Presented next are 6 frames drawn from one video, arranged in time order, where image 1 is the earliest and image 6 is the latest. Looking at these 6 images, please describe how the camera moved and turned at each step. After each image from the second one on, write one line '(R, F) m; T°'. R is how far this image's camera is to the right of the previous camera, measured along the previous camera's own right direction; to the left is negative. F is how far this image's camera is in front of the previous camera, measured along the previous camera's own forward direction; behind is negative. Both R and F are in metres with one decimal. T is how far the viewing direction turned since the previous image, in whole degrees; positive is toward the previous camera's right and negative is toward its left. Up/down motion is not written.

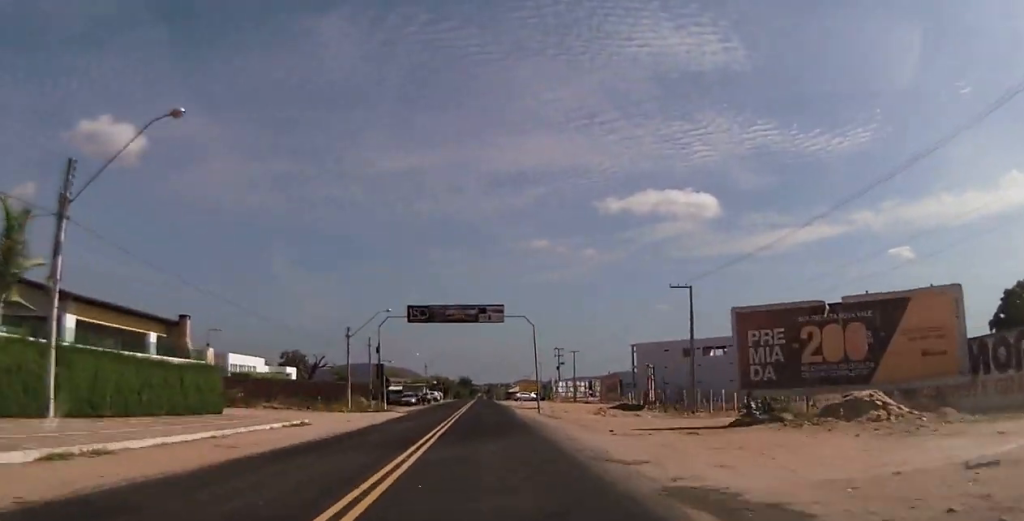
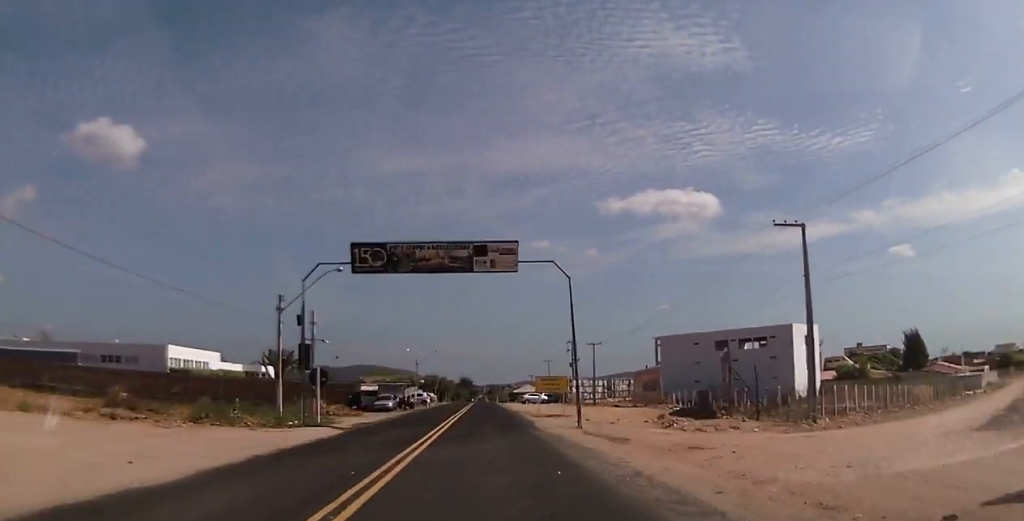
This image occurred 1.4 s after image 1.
(-0.1, +19.5) m; -2°
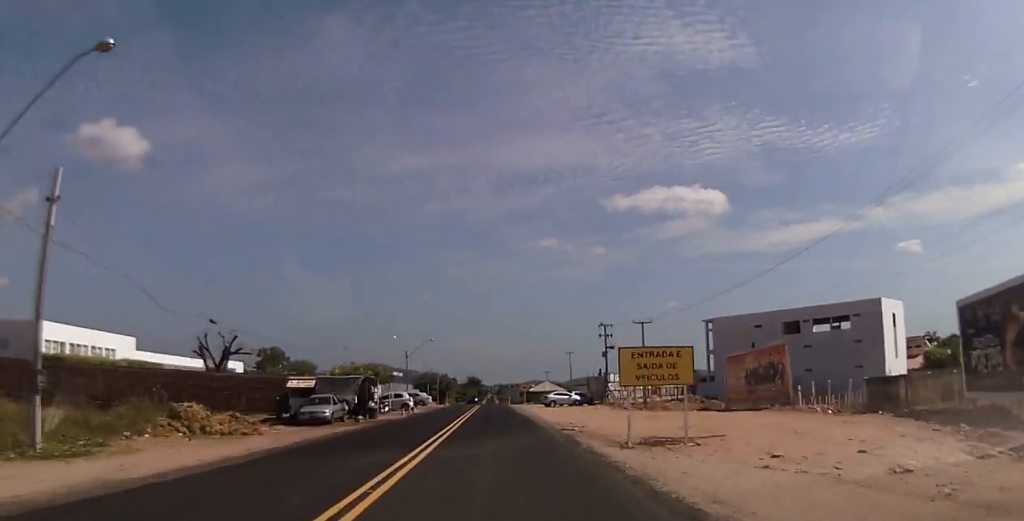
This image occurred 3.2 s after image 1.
(-0.6, +25.8) m; 0°
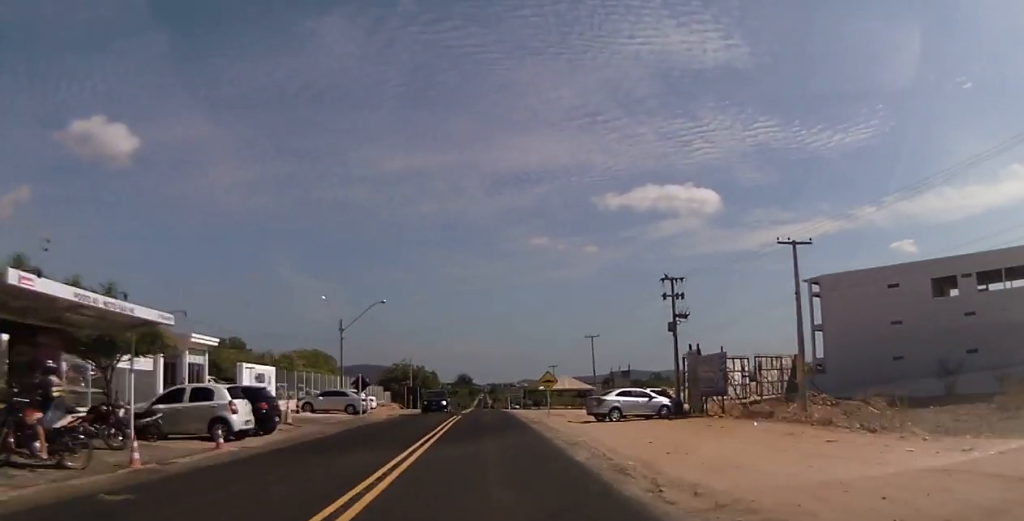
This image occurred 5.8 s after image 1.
(+0.7, +36.4) m; 0°
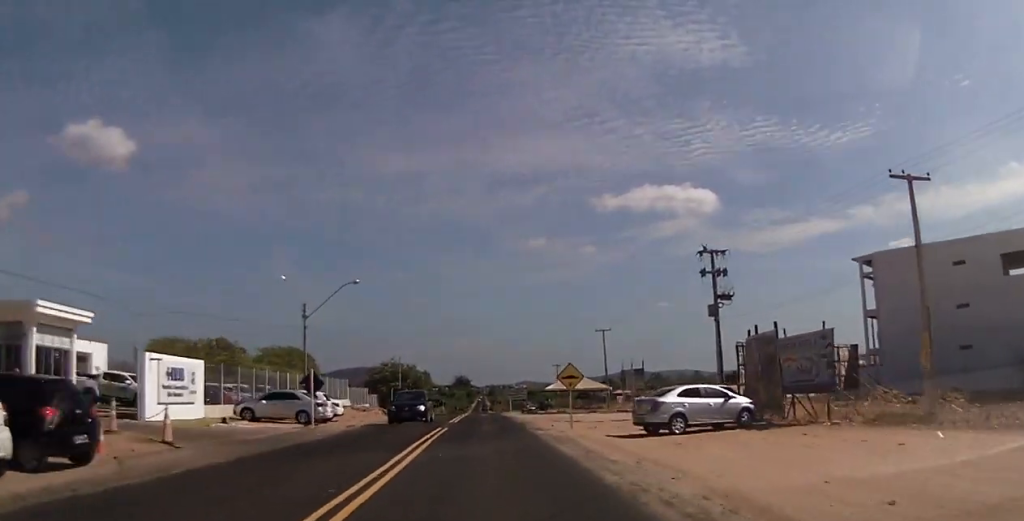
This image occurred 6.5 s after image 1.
(-0.1, +10.7) m; 0°
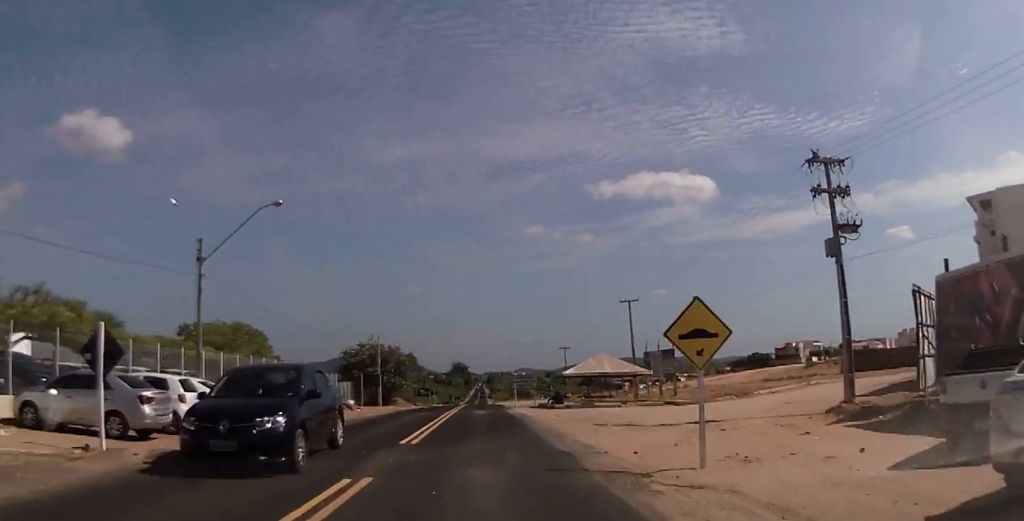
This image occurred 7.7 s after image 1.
(+0.1, +17.0) m; 0°
